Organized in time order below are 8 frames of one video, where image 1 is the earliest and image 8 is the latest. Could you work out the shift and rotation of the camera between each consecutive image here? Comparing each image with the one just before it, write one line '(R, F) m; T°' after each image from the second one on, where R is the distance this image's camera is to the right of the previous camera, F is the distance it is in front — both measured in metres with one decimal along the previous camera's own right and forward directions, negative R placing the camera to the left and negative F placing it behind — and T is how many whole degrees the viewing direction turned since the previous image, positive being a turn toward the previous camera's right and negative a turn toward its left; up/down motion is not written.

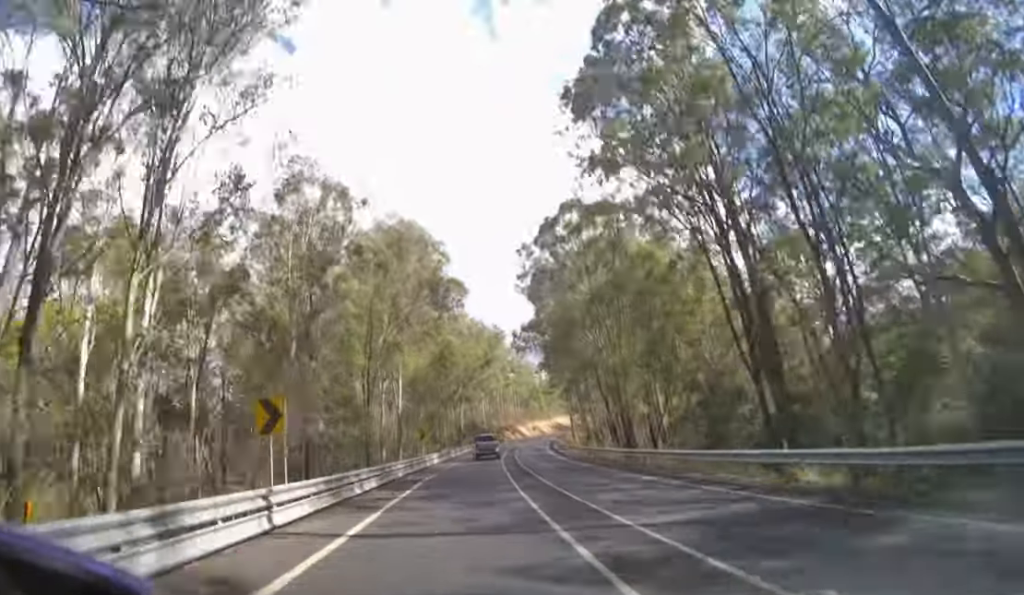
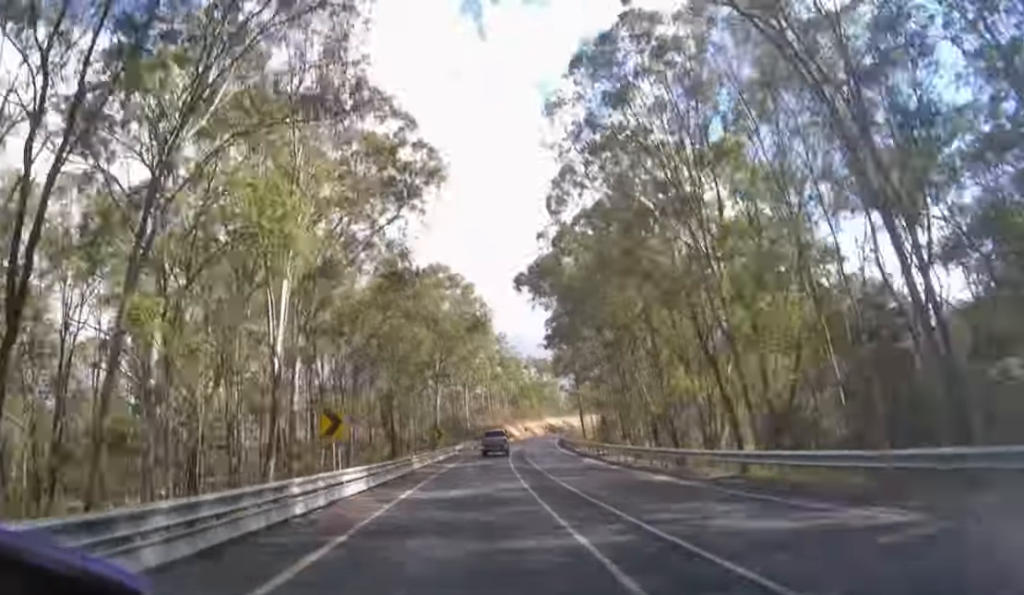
(+0.6, +21.8) m; +3°
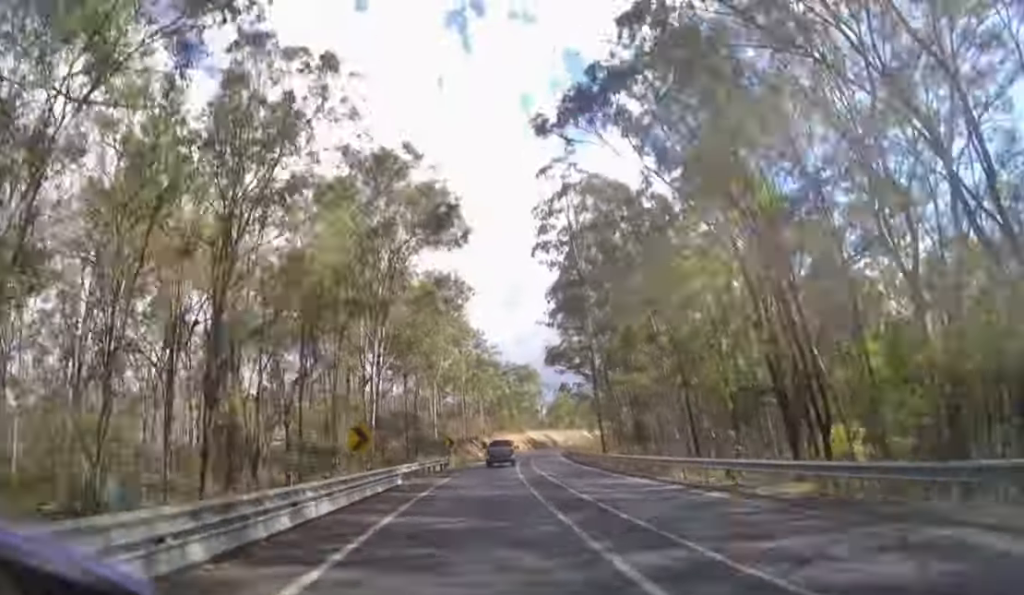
(+0.6, +22.2) m; +3°
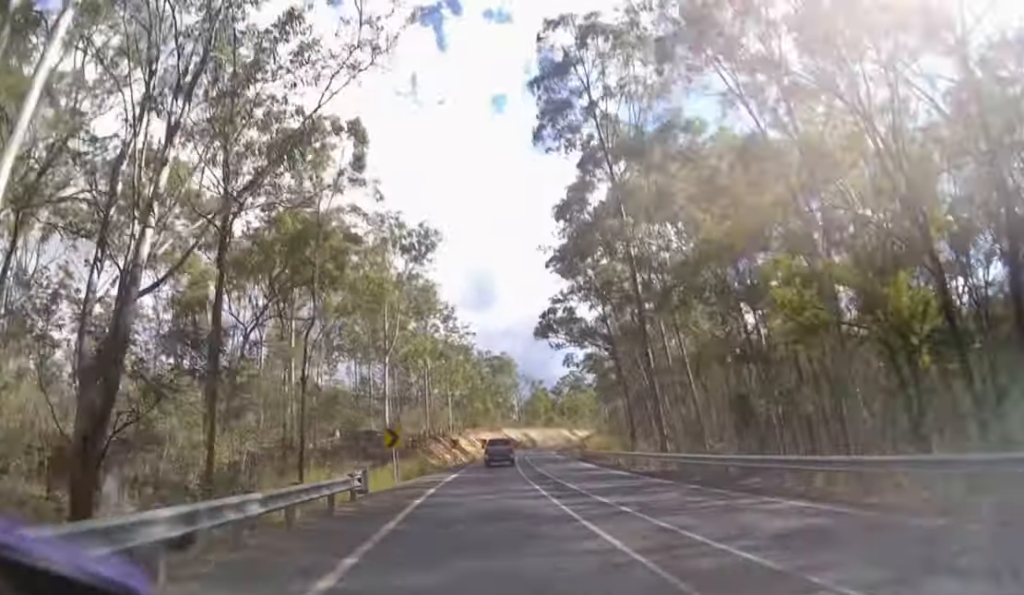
(+0.6, +19.5) m; +3°
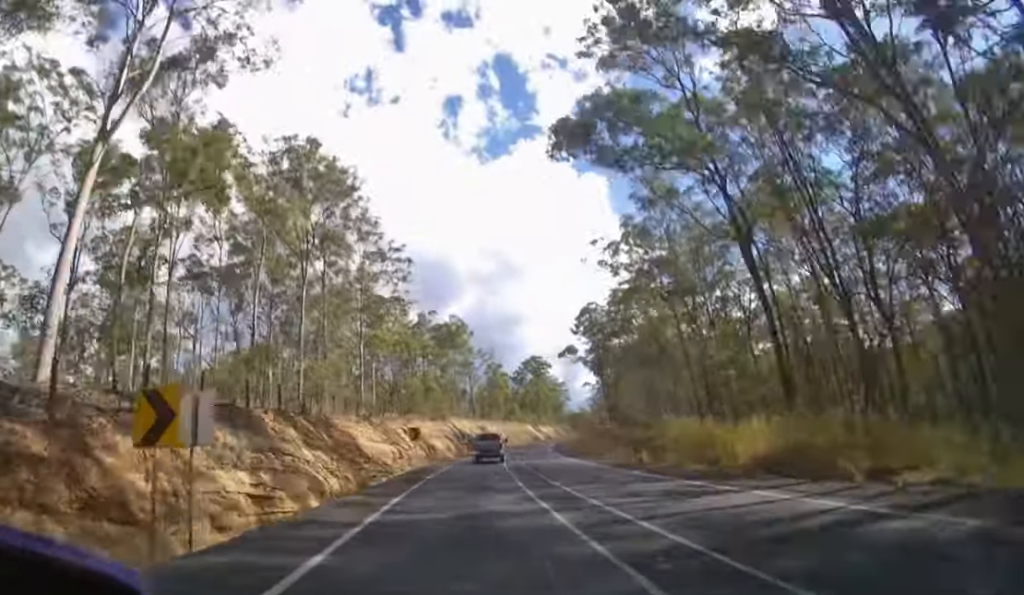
(+1.8, +36.9) m; +5°
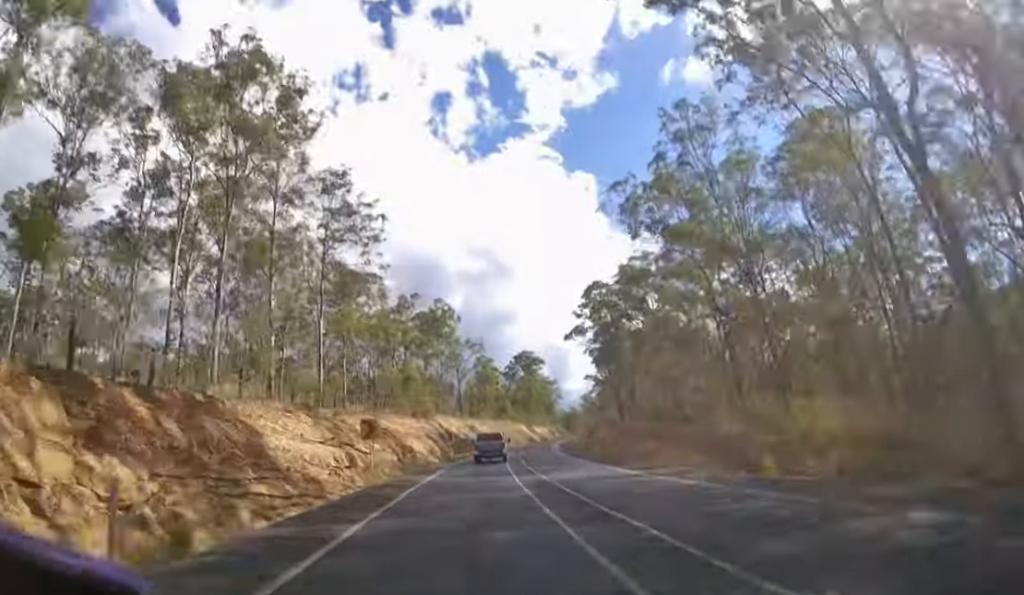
(+0.1, +12.0) m; +2°
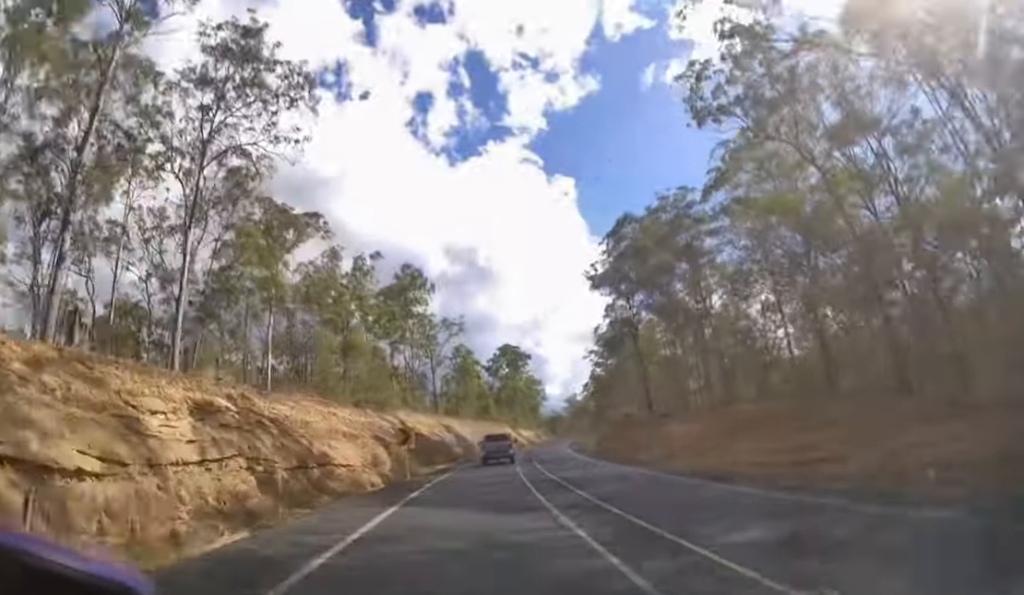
(+0.7, +22.0) m; +3°
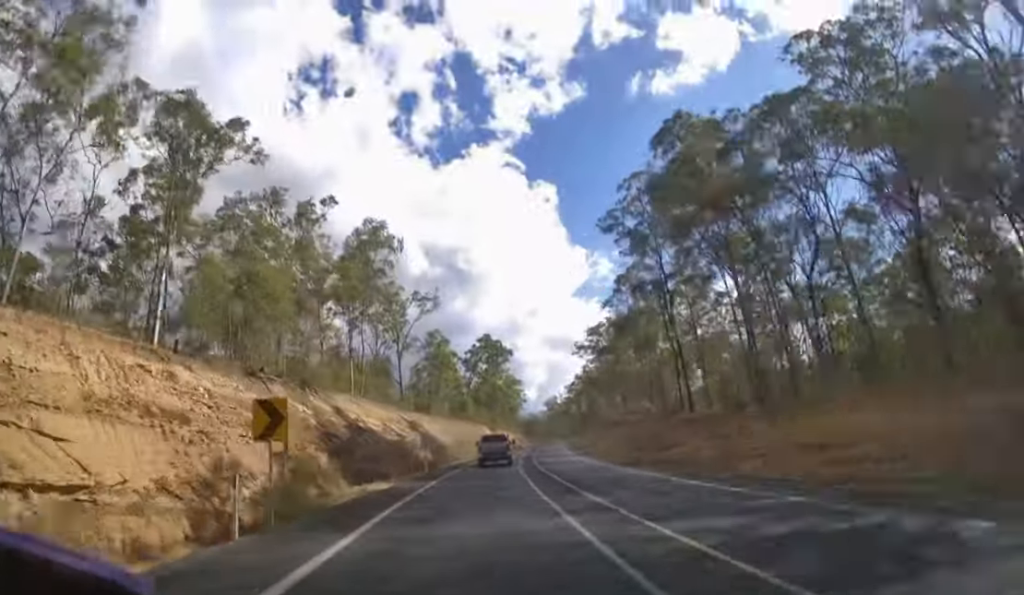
(+0.4, +17.3) m; +2°
